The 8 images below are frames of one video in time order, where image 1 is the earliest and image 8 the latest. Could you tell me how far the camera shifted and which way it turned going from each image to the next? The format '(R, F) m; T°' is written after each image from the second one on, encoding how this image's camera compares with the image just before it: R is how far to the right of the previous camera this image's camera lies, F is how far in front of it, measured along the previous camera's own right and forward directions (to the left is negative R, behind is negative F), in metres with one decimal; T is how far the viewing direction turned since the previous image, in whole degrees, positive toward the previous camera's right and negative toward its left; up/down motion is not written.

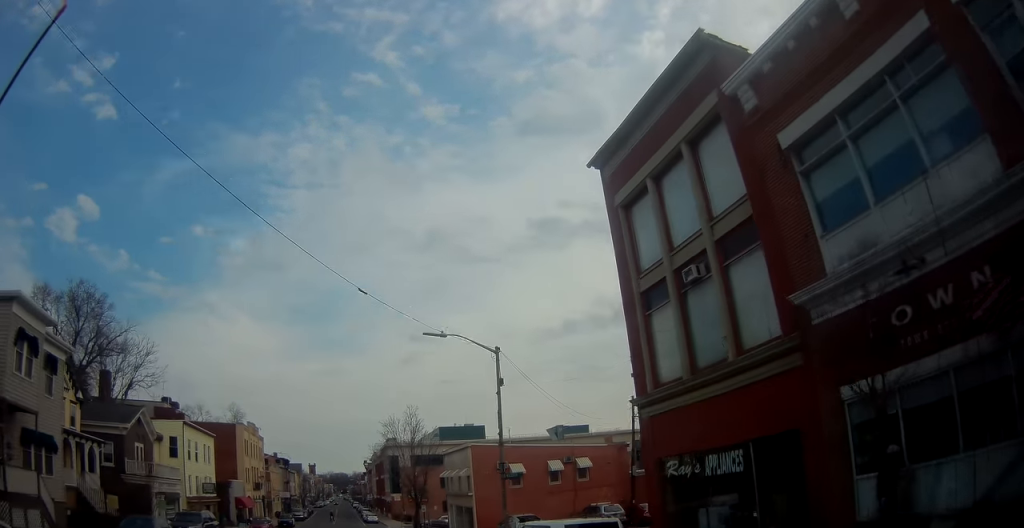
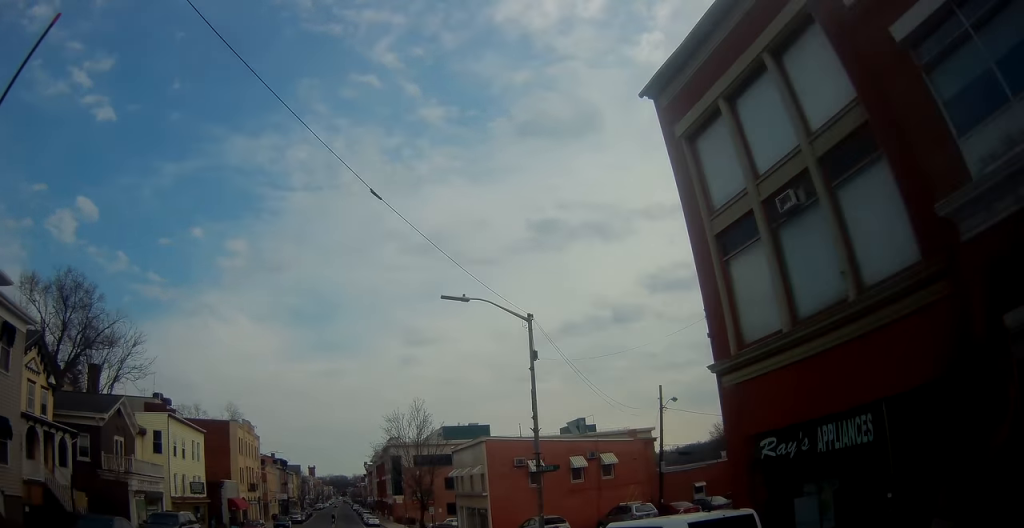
(0.0, +4.0) m; 0°
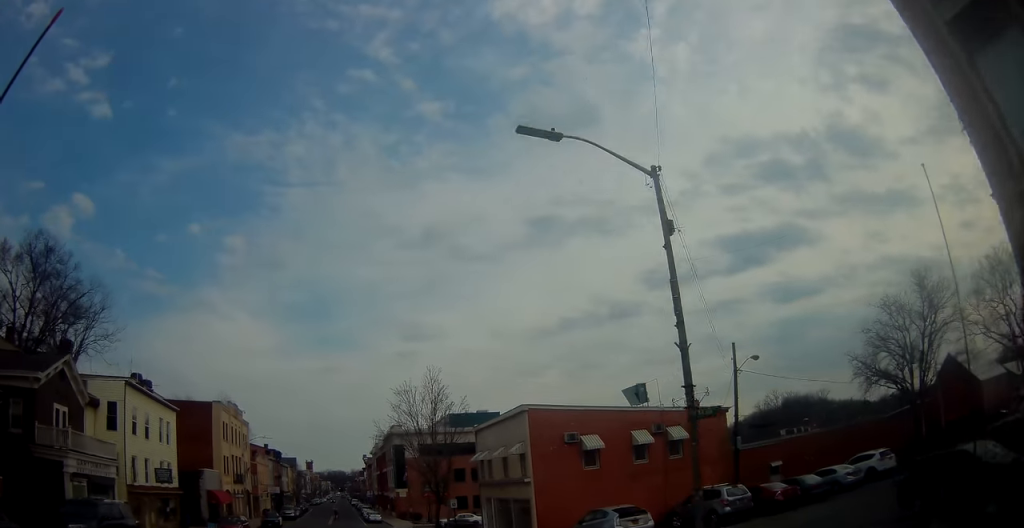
(0.0, +8.4) m; -1°
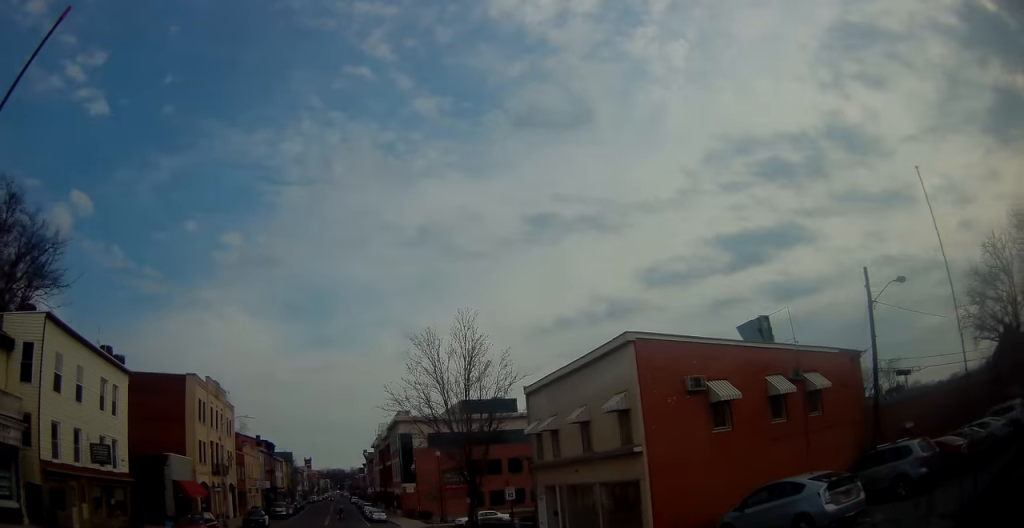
(-0.1, +10.1) m; 0°
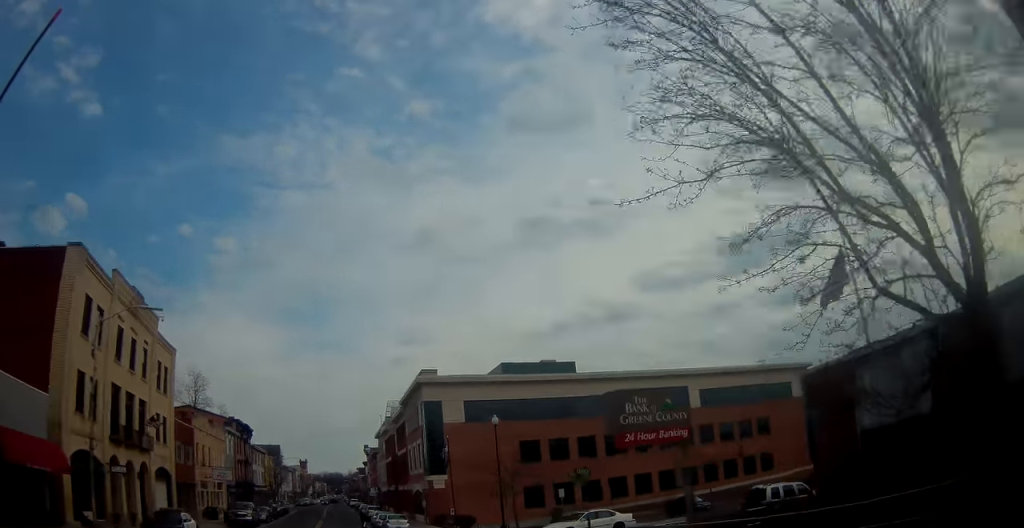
(+0.3, +23.9) m; +2°
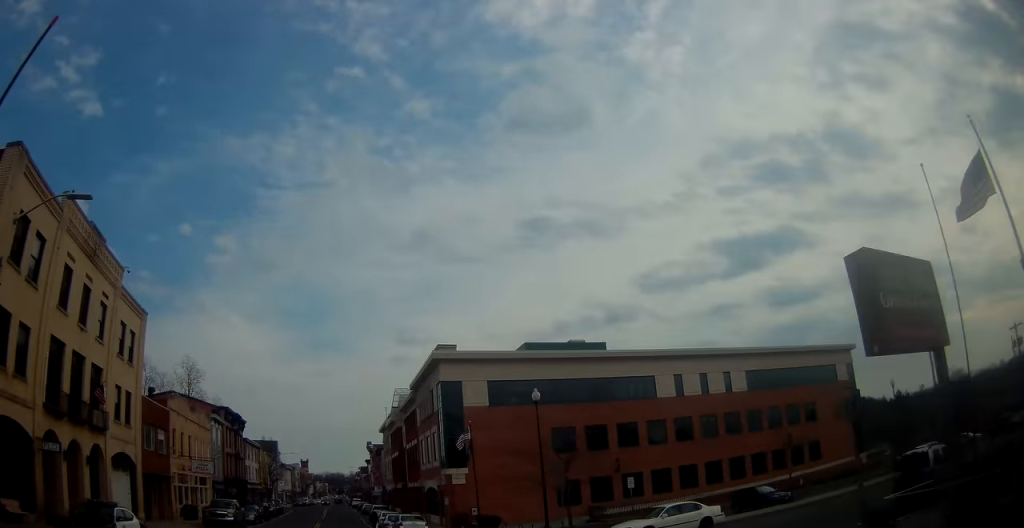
(0.0, +7.6) m; -1°
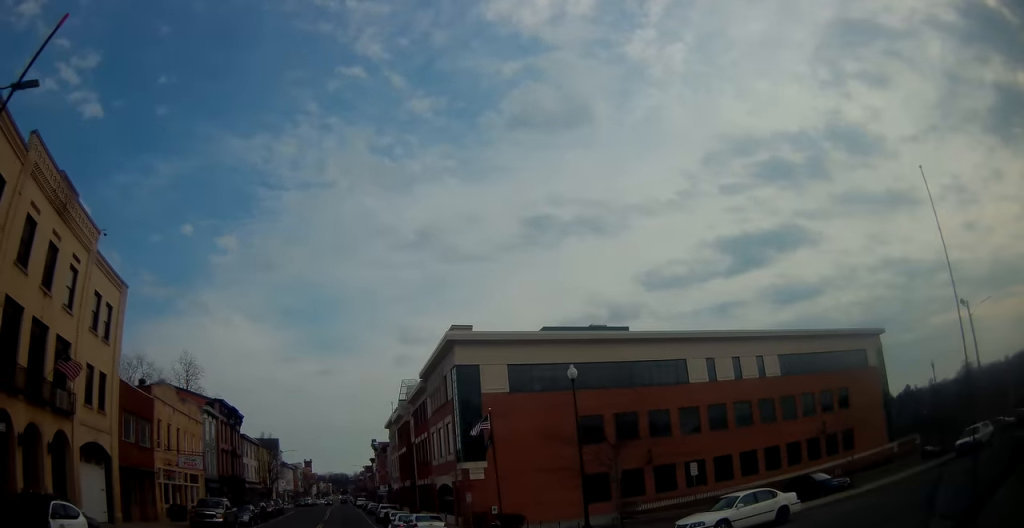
(0.0, +4.4) m; -1°
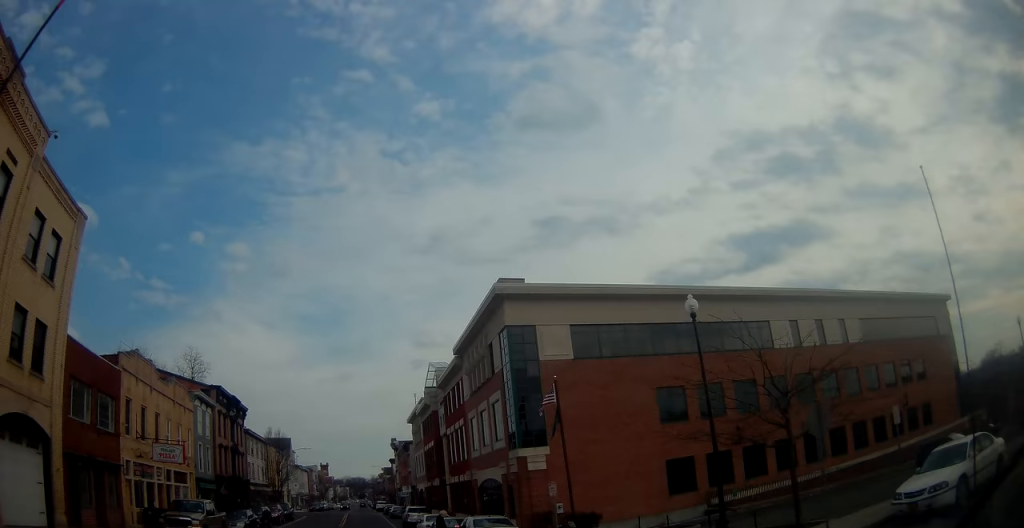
(-0.1, +8.3) m; -2°
